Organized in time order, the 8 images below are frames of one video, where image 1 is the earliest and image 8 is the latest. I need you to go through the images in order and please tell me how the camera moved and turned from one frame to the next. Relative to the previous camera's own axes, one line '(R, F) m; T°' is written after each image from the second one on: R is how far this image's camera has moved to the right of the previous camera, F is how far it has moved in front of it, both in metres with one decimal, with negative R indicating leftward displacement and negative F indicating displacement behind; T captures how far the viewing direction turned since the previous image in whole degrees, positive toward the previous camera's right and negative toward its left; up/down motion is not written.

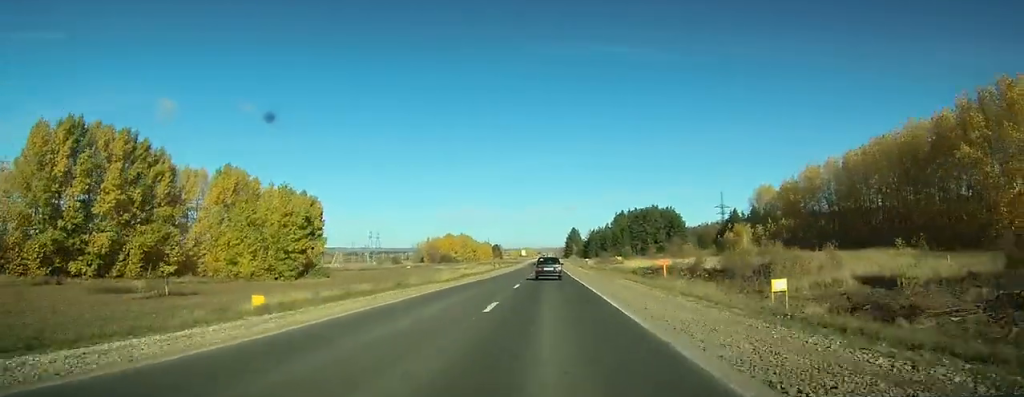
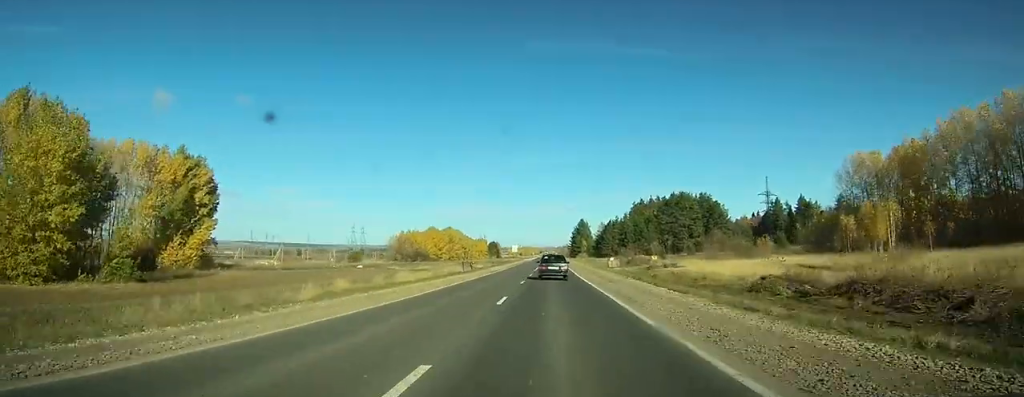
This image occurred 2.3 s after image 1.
(-0.1, +60.8) m; 0°
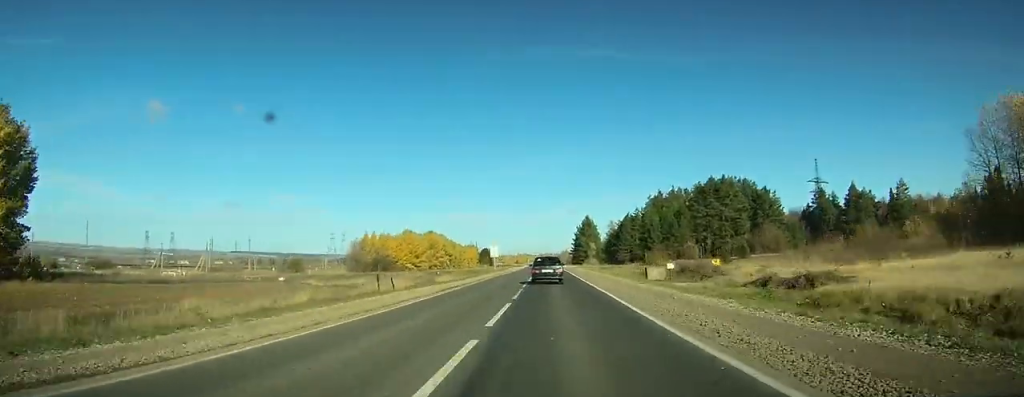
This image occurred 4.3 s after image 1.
(0.0, +46.4) m; 0°
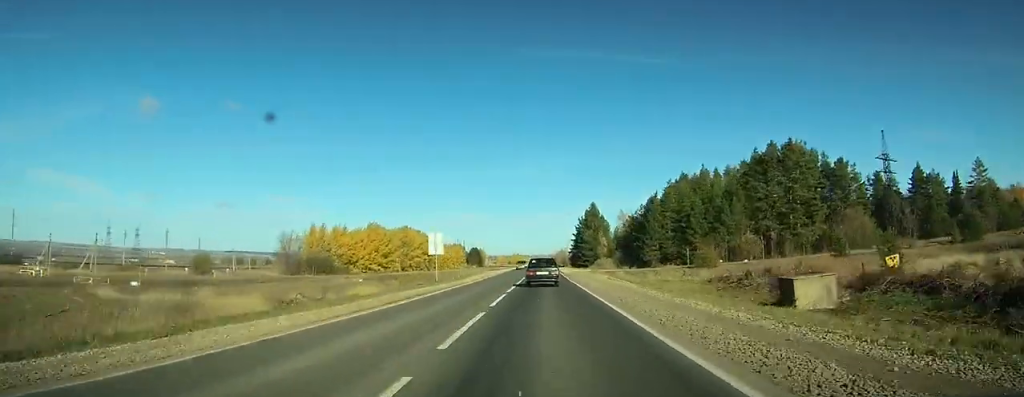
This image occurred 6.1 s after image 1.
(+0.3, +43.2) m; 0°
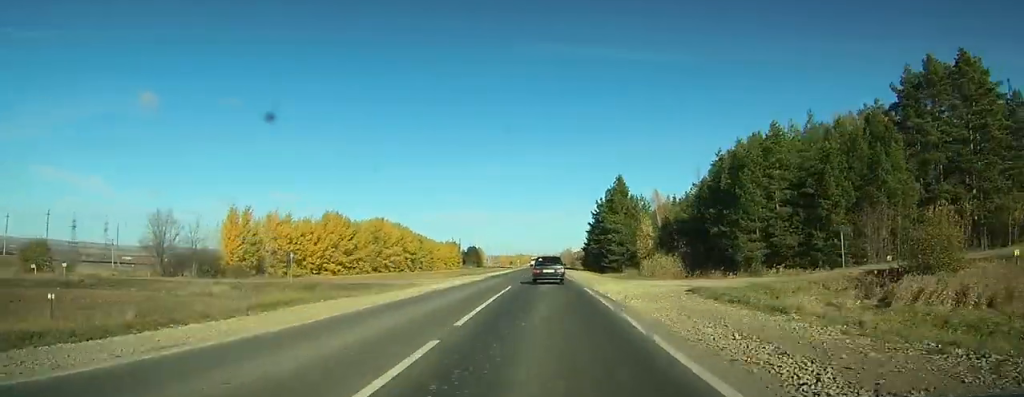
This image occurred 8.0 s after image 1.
(0.0, +47.0) m; 0°
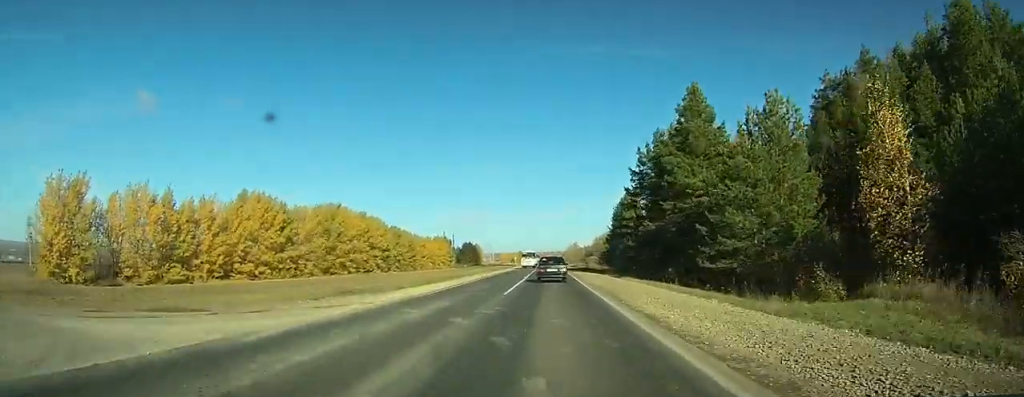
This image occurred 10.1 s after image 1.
(-0.3, +49.2) m; -1°
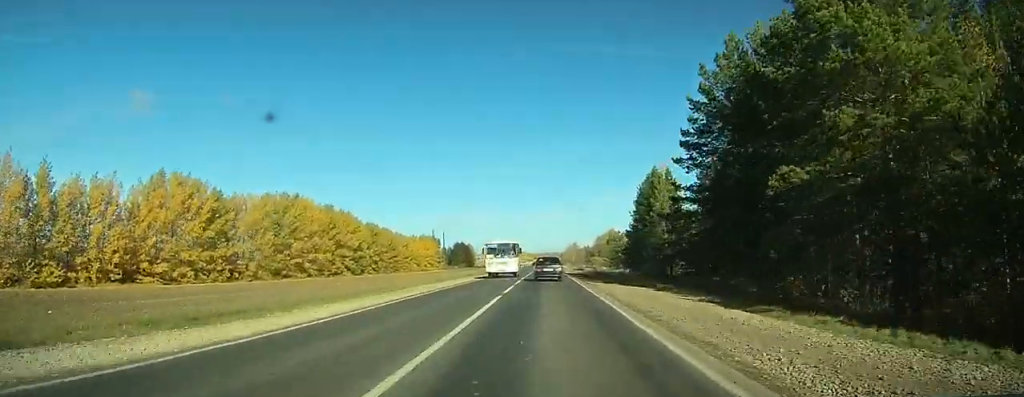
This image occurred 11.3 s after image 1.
(-0.1, +27.5) m; 0°
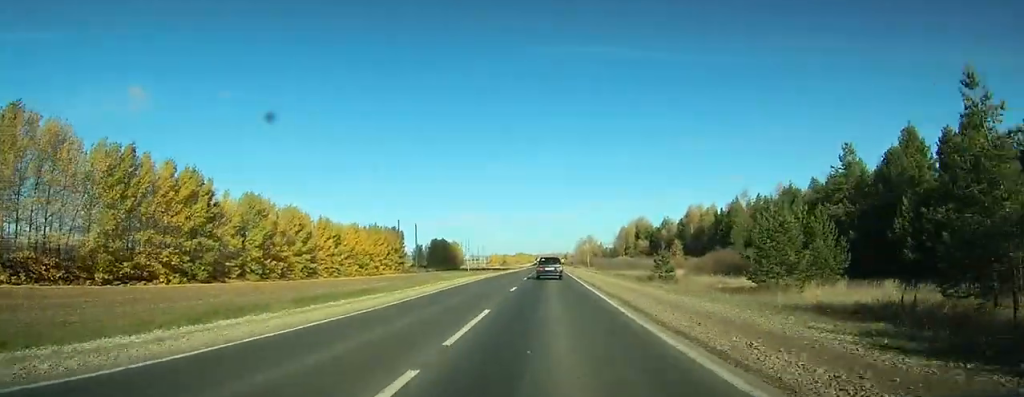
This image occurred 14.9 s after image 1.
(+0.4, +80.0) m; +1°
